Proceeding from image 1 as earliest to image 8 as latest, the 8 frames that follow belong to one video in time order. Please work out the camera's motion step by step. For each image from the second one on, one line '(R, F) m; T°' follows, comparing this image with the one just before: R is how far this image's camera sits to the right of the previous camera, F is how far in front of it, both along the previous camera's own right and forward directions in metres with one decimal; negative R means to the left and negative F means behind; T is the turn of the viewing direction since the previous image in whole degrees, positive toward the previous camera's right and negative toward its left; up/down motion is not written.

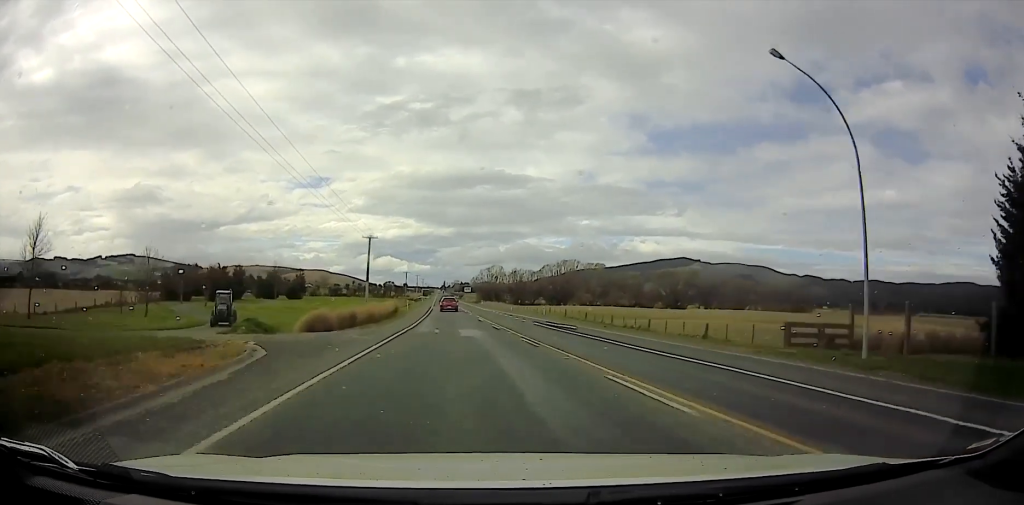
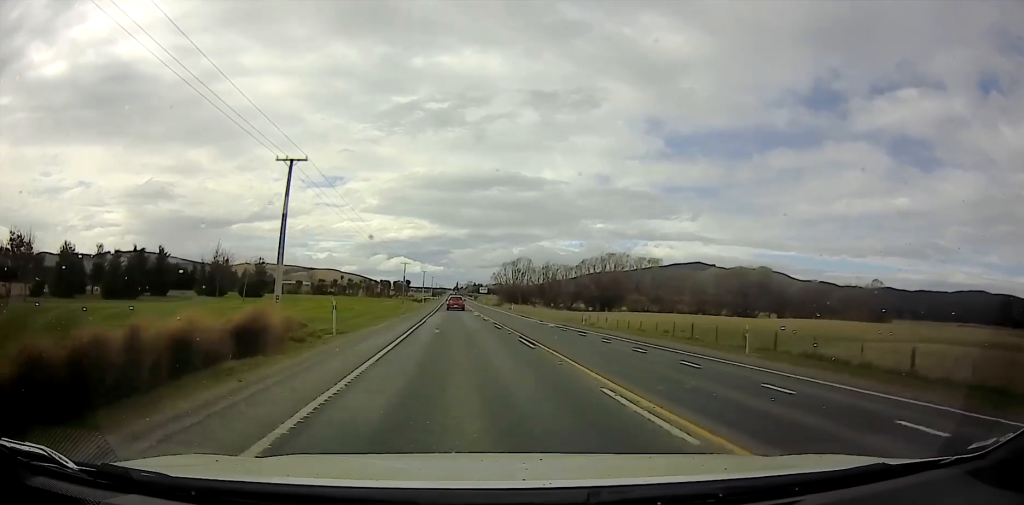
(+1.0, +47.9) m; +2°
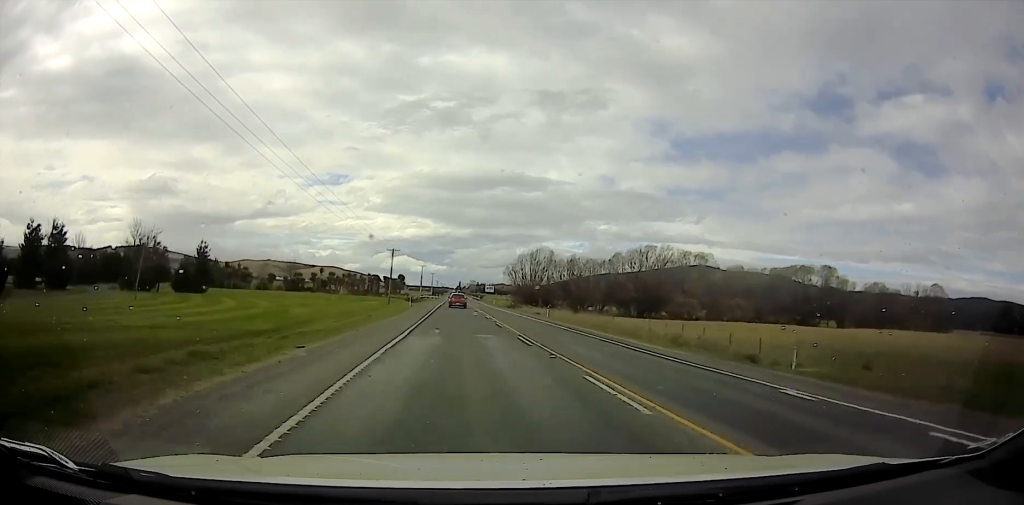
(+0.3, +31.0) m; +1°
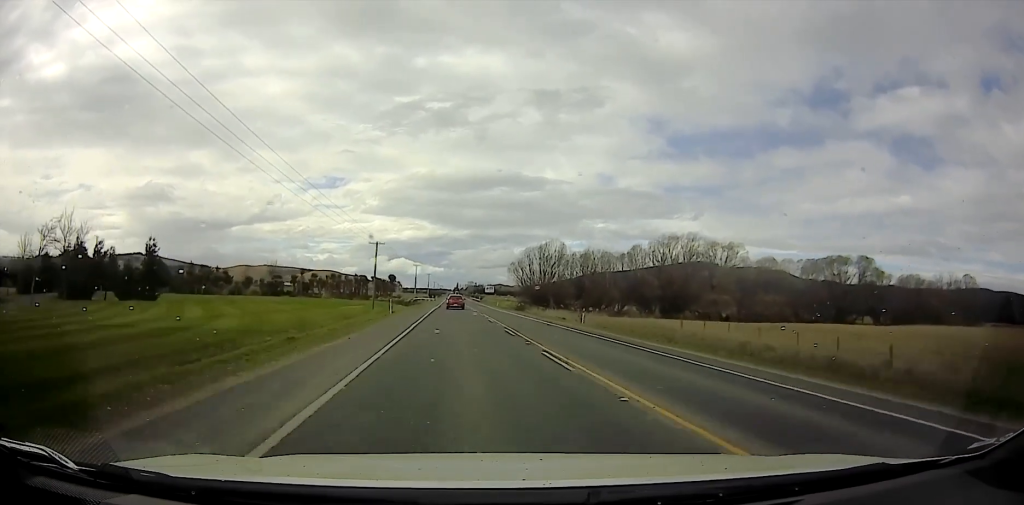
(0.0, +17.0) m; 0°
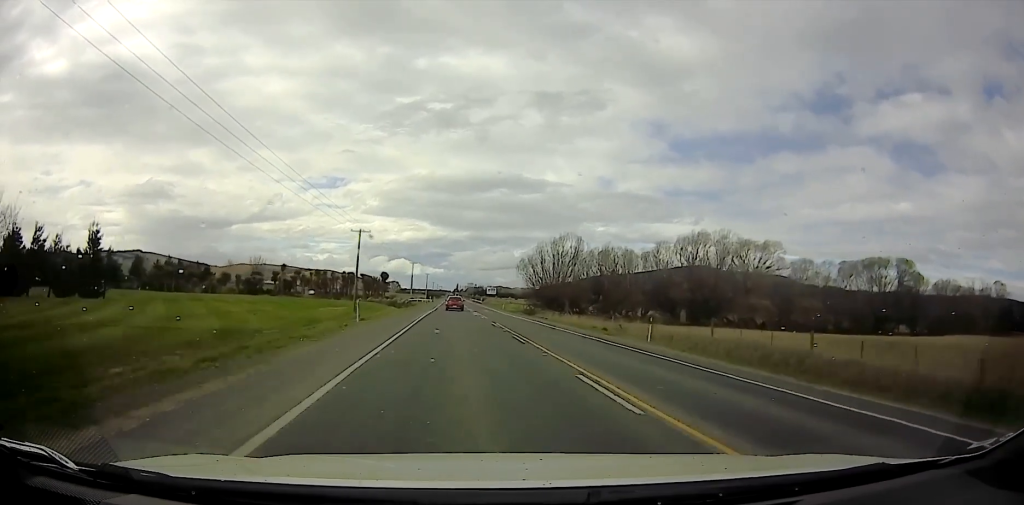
(0.0, +15.9) m; 0°
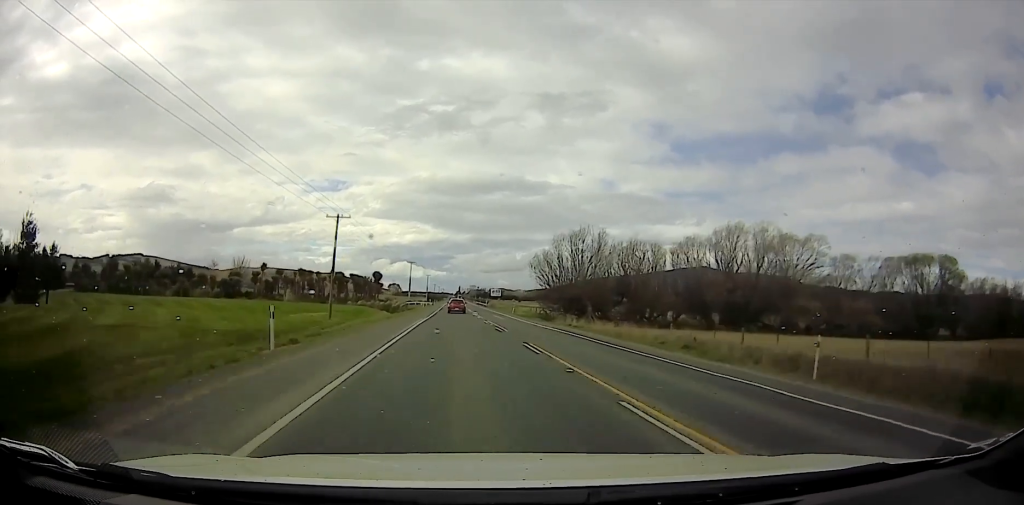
(0.0, +14.5) m; 0°
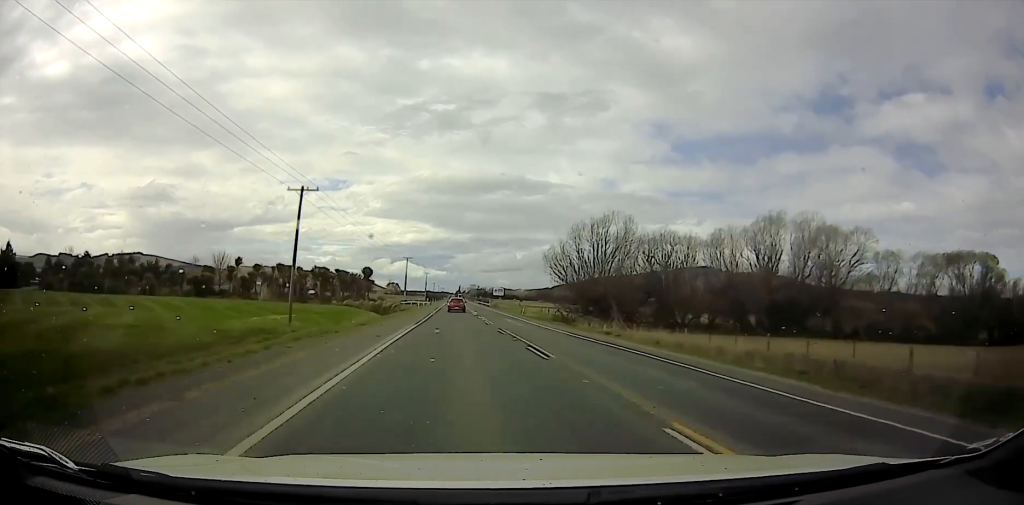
(0.0, +12.9) m; 0°
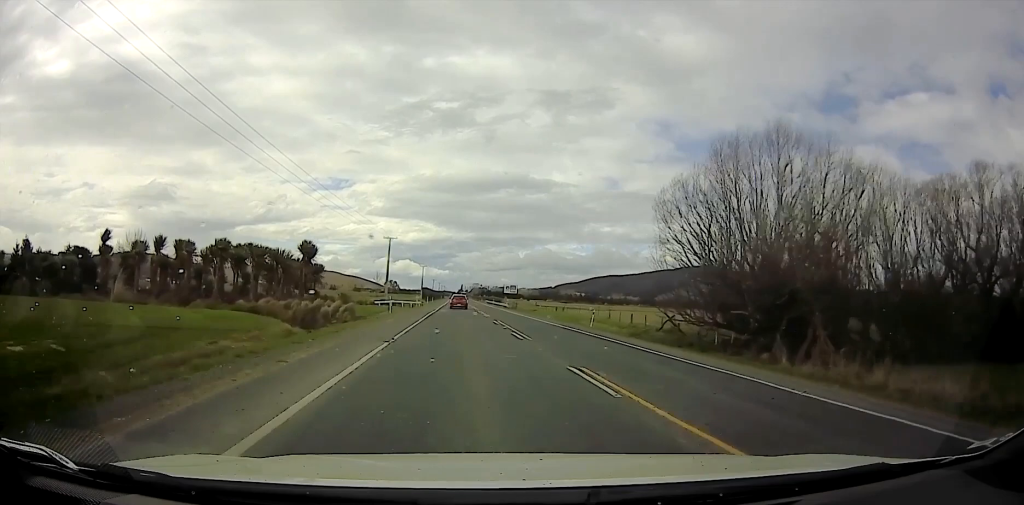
(0.0, +38.3) m; 0°
